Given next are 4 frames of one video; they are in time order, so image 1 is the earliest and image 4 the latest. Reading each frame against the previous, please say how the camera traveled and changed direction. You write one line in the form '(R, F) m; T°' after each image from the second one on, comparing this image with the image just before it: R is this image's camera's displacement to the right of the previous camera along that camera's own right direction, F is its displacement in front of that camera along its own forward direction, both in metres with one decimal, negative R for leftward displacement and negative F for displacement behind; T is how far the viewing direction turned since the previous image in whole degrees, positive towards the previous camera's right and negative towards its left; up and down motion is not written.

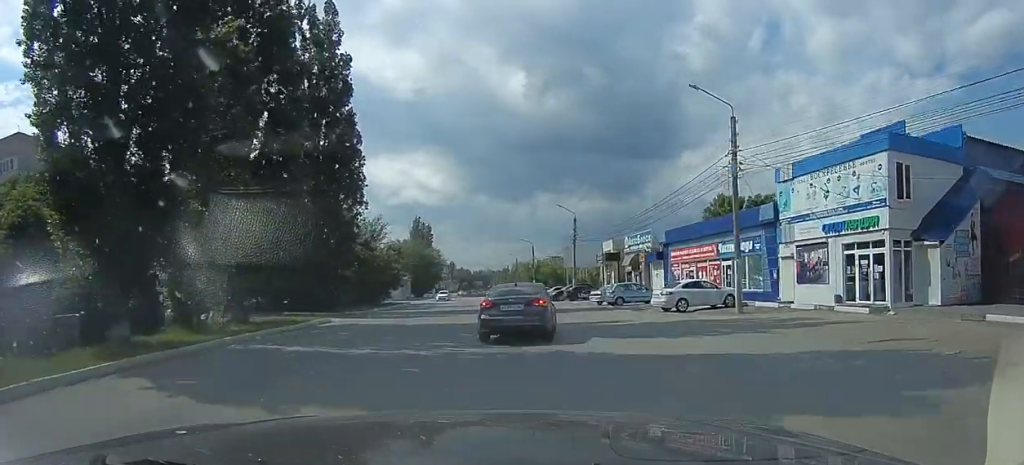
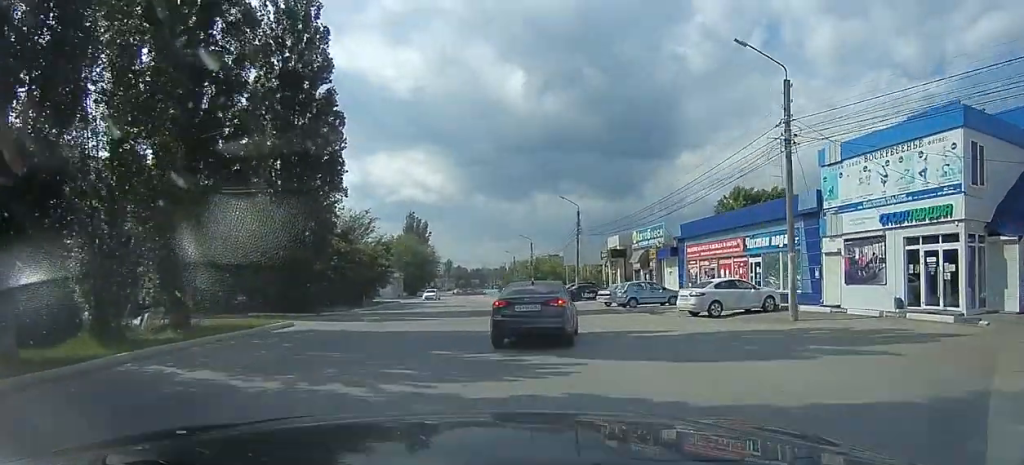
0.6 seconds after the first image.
(0.0, +5.0) m; 0°
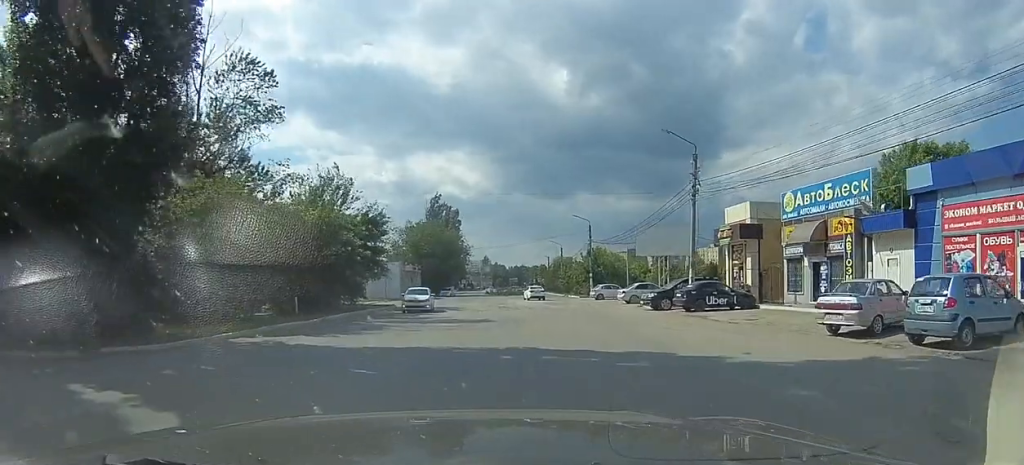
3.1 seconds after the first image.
(0.0, +22.4) m; 0°
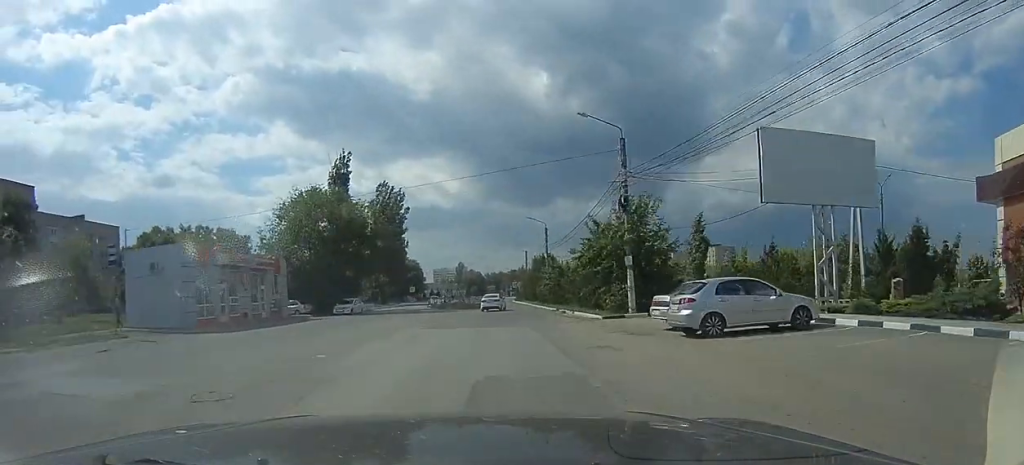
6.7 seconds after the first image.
(-1.4, +33.9) m; +1°
